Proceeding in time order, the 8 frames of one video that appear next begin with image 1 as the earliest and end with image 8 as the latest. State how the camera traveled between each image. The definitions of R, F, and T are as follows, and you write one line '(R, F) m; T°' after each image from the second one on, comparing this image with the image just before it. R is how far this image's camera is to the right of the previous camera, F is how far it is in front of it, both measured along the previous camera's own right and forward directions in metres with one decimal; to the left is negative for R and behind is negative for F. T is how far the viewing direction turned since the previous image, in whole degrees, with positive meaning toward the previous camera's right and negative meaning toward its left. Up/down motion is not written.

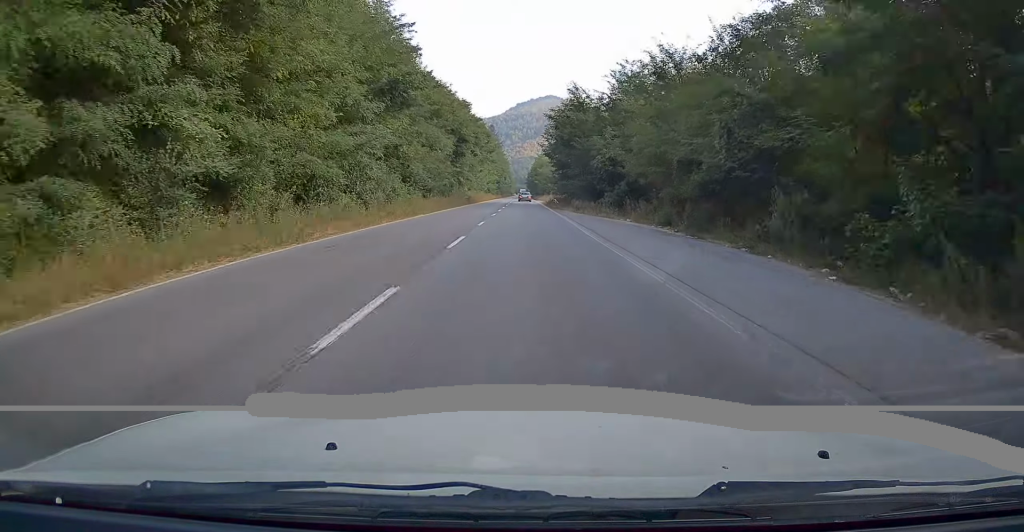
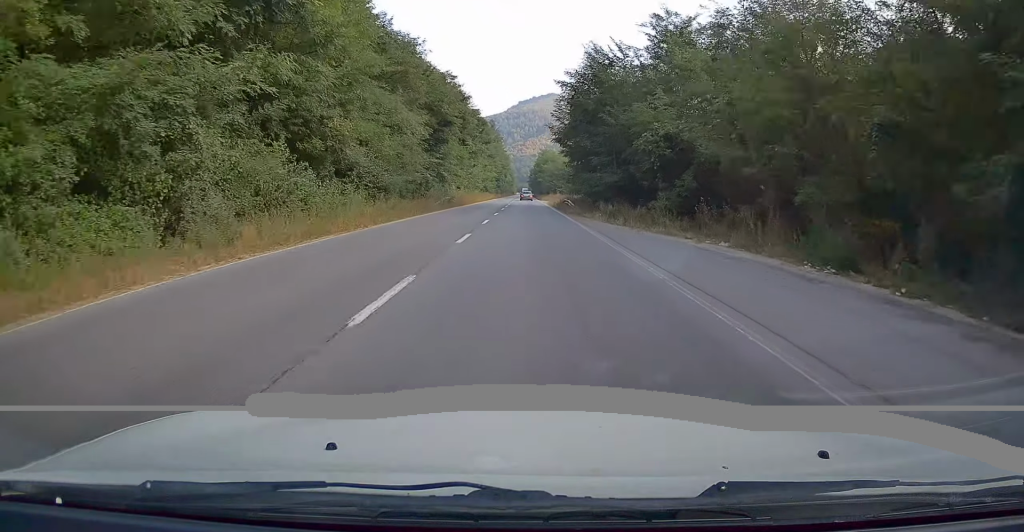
(0.0, +16.9) m; 0°
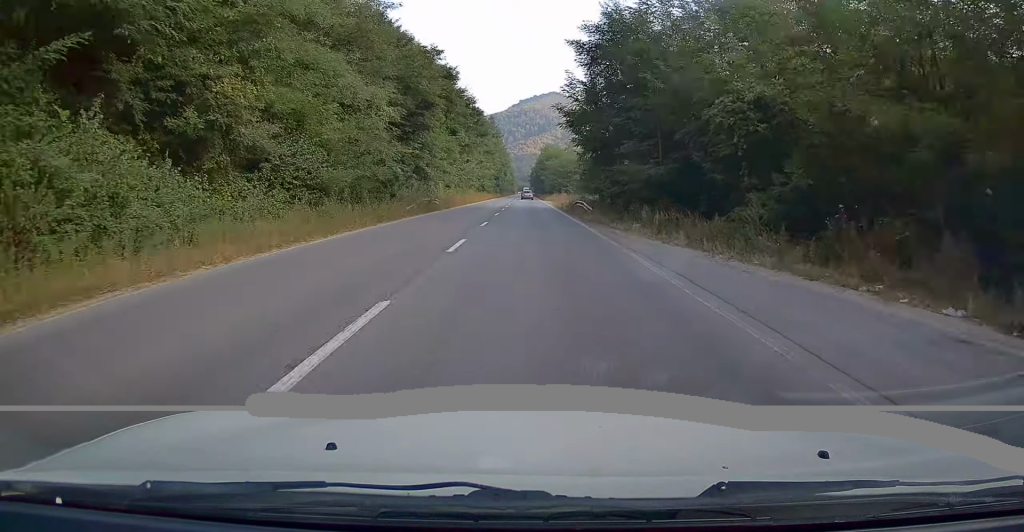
(-0.1, +10.8) m; 0°
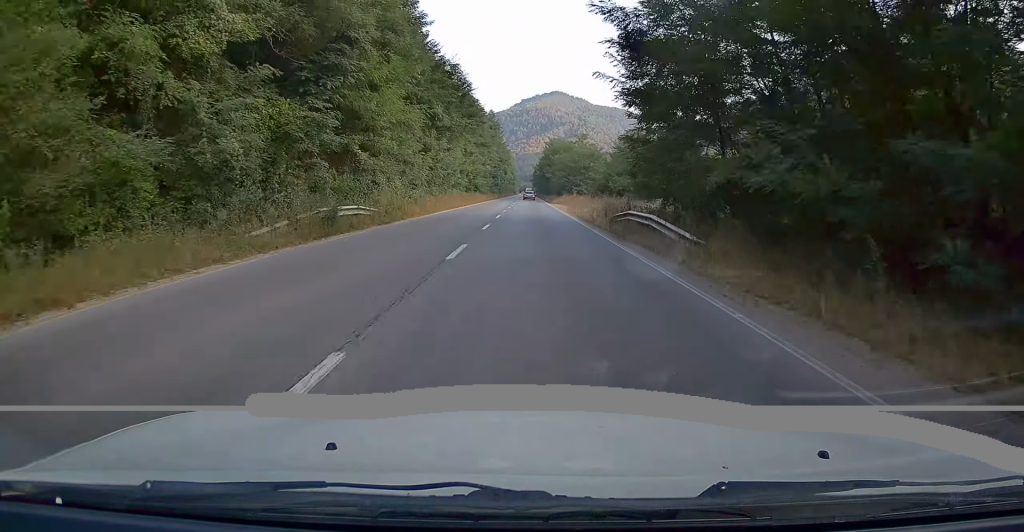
(-0.1, +19.6) m; 0°
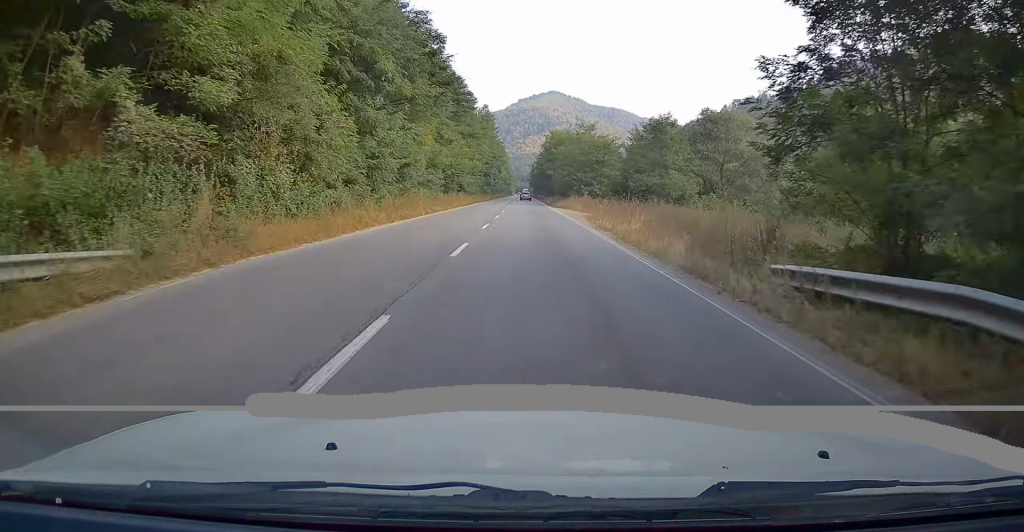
(0.0, +16.9) m; 0°
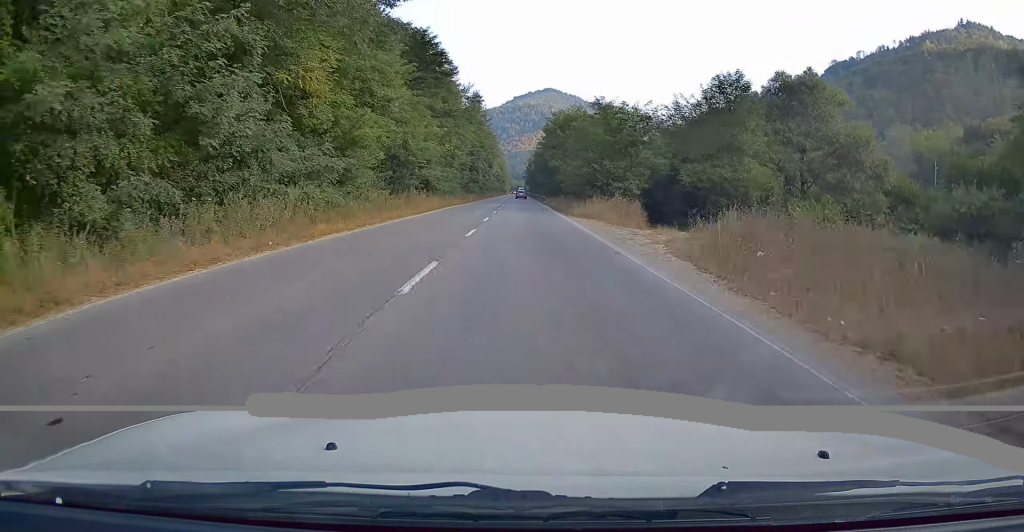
(0.0, +22.3) m; 0°
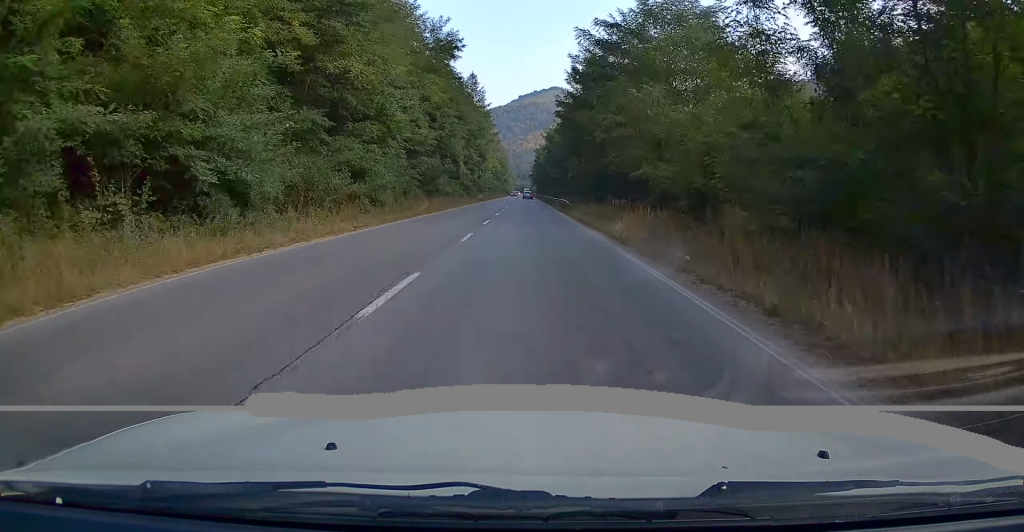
(+0.2, +37.1) m; +1°
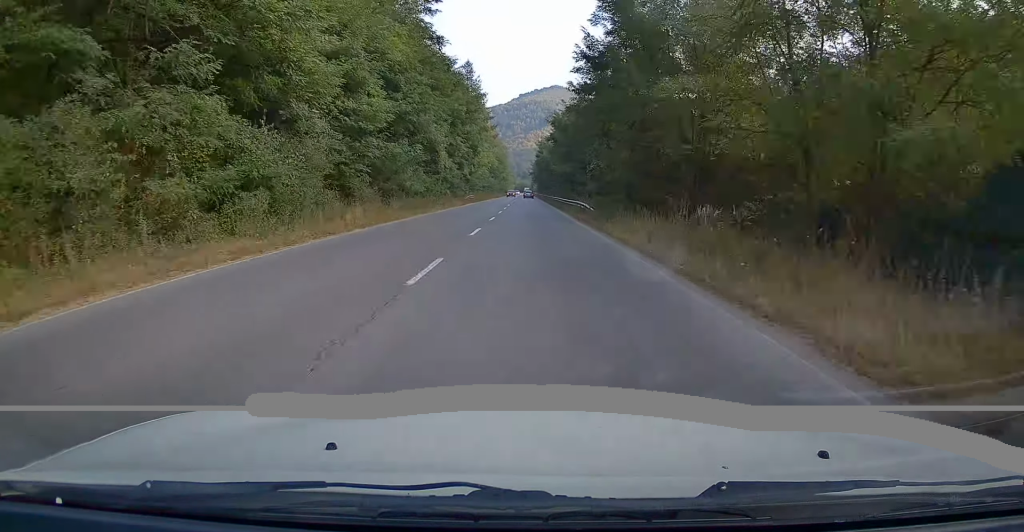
(0.0, +15.6) m; 0°
